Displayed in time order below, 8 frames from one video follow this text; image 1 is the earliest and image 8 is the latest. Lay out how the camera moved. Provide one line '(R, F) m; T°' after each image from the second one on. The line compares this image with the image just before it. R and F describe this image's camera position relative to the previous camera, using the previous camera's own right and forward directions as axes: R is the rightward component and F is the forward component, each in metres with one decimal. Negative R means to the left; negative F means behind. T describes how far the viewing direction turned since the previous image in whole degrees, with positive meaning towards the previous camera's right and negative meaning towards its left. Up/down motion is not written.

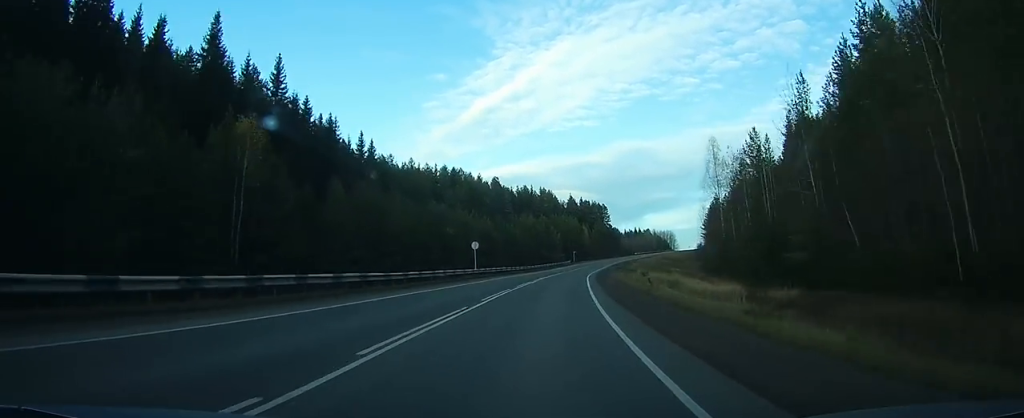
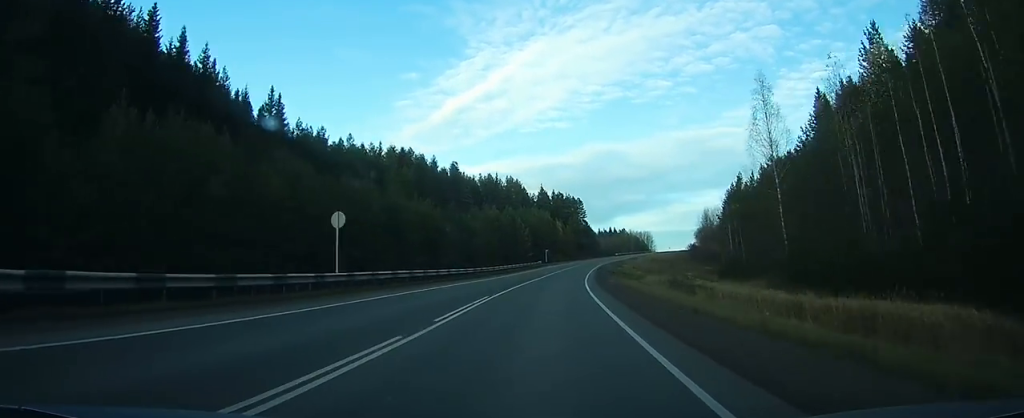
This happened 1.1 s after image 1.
(+0.6, +32.1) m; +3°
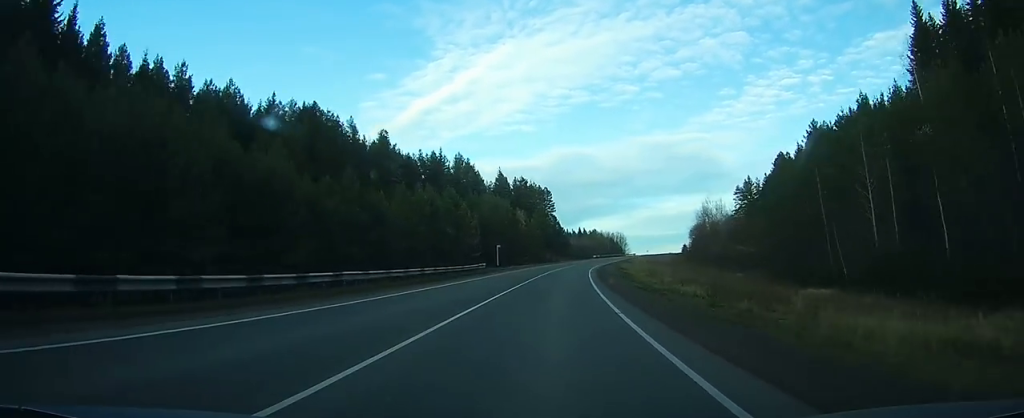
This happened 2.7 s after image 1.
(+1.8, +44.2) m; +4°
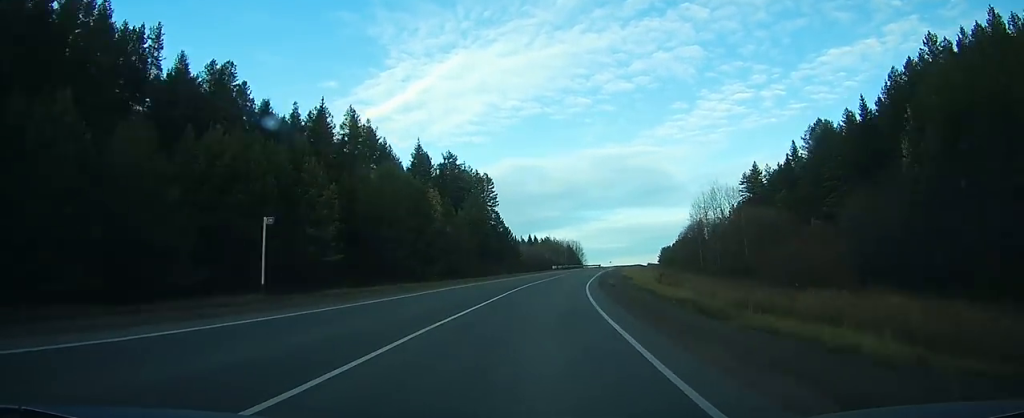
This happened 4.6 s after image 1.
(+2.1, +50.6) m; +5°
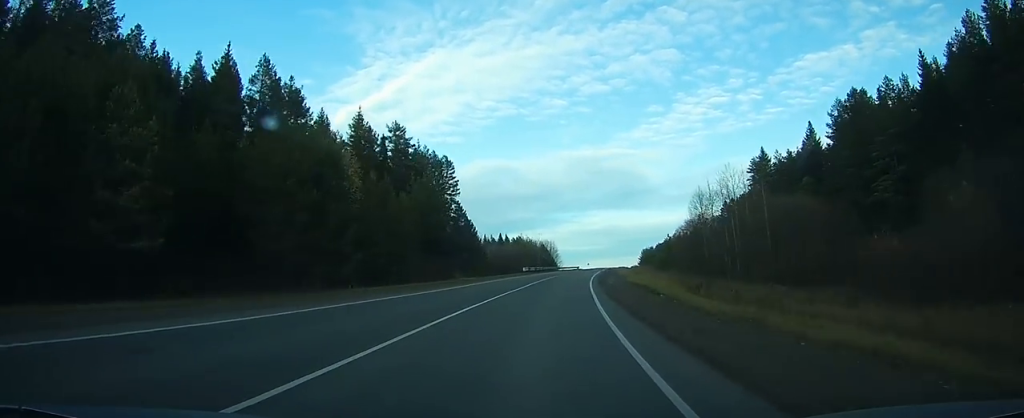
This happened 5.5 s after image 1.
(-0.1, +23.3) m; +2°
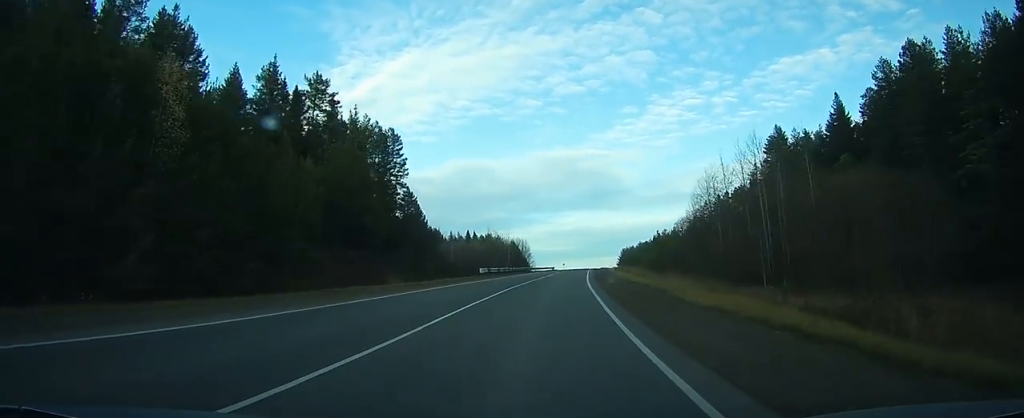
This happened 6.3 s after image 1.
(+1.0, +23.1) m; +2°
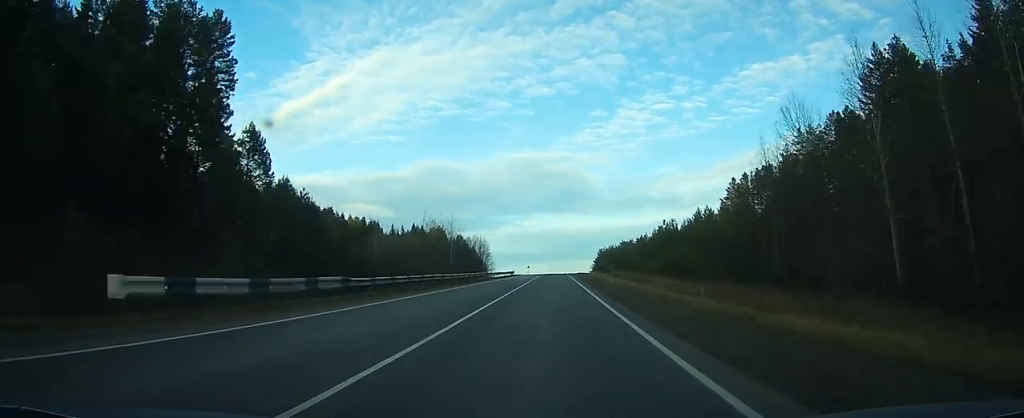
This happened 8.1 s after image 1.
(+1.5, +46.0) m; +3°
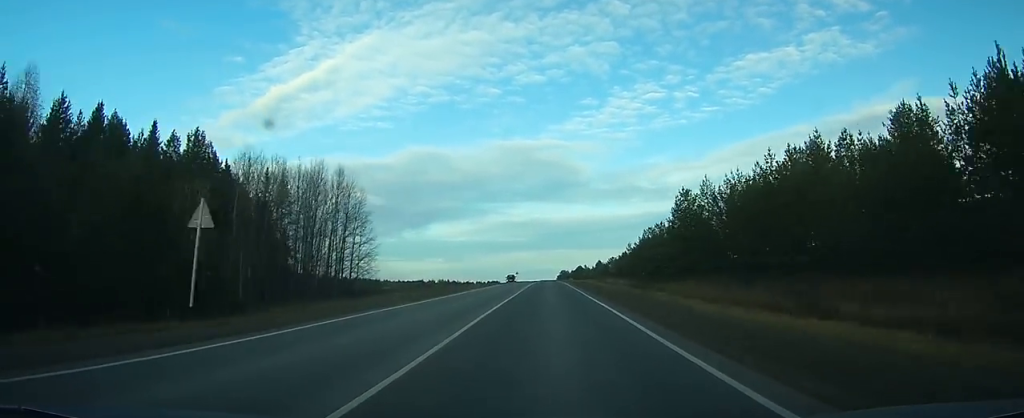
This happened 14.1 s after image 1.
(+8.3, +160.9) m; +4°
